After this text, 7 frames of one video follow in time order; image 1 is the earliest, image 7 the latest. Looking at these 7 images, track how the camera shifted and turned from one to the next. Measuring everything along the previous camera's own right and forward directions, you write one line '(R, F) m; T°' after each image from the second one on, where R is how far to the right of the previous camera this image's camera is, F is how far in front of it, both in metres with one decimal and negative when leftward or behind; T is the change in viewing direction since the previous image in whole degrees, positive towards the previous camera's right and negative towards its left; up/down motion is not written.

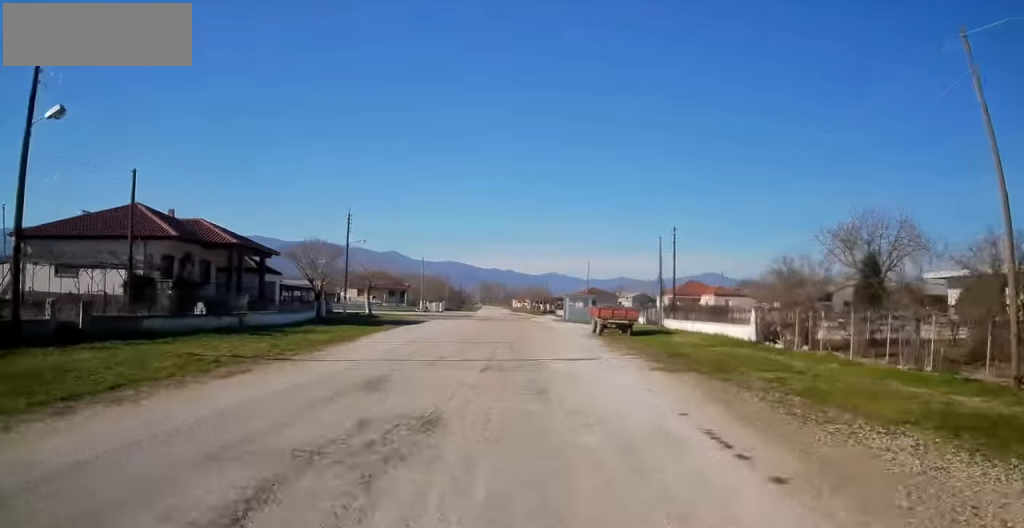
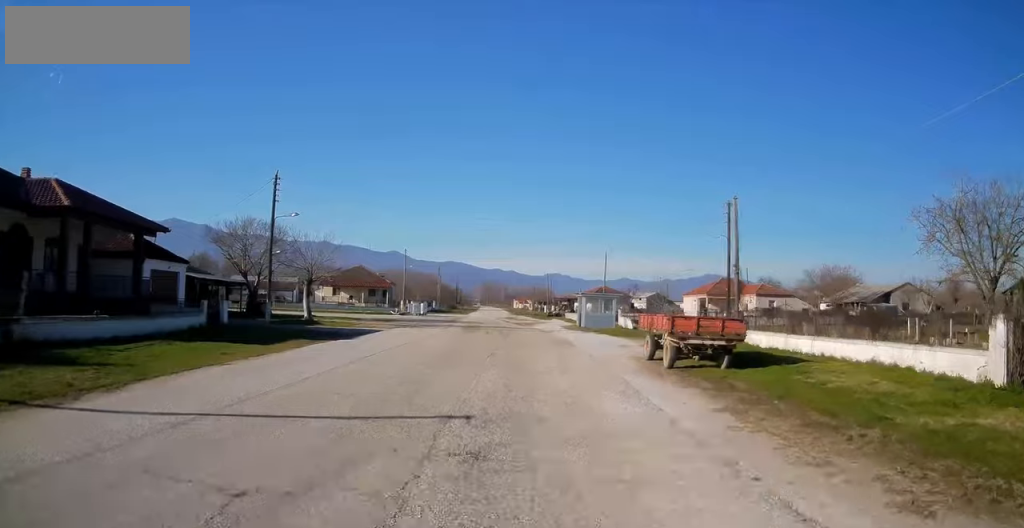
(-0.1, +14.7) m; -1°
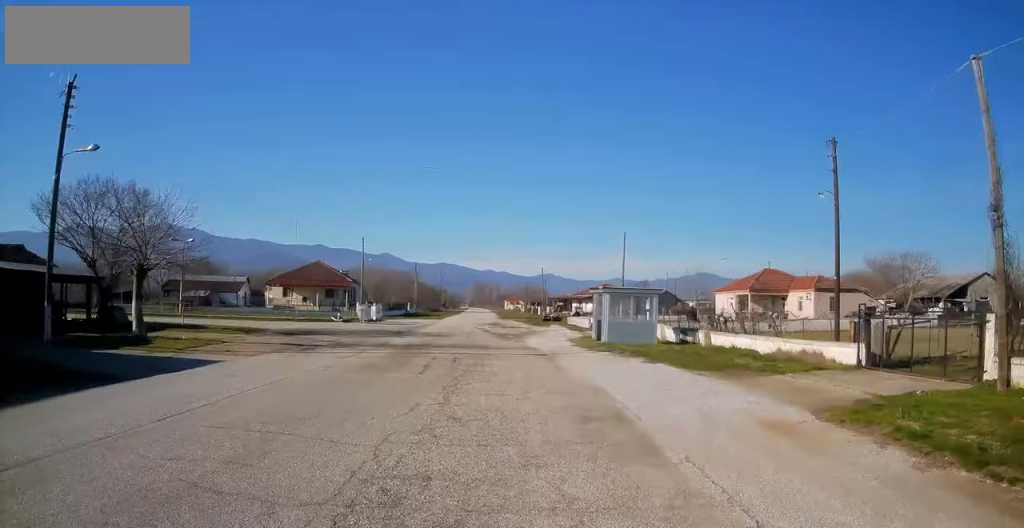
(-0.1, +16.2) m; -1°
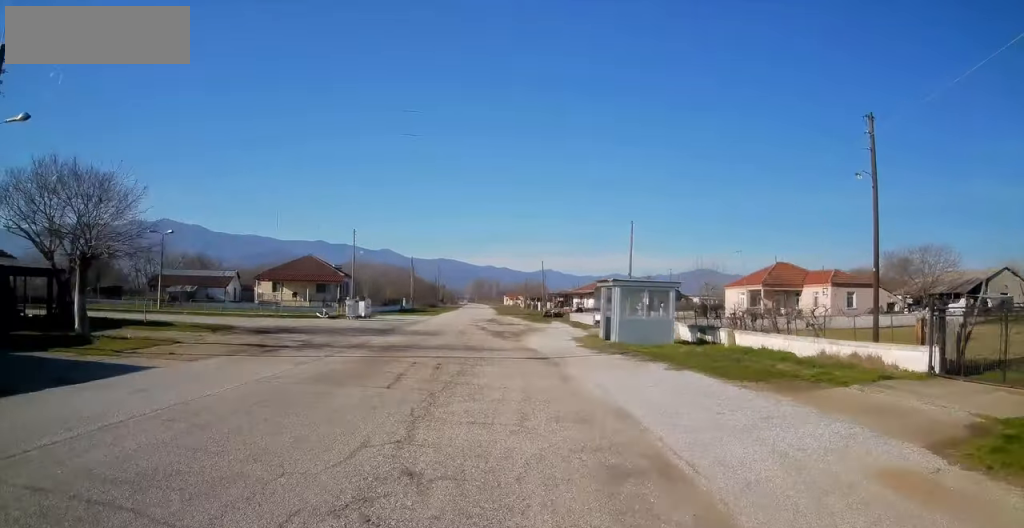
(0.0, +3.1) m; 0°
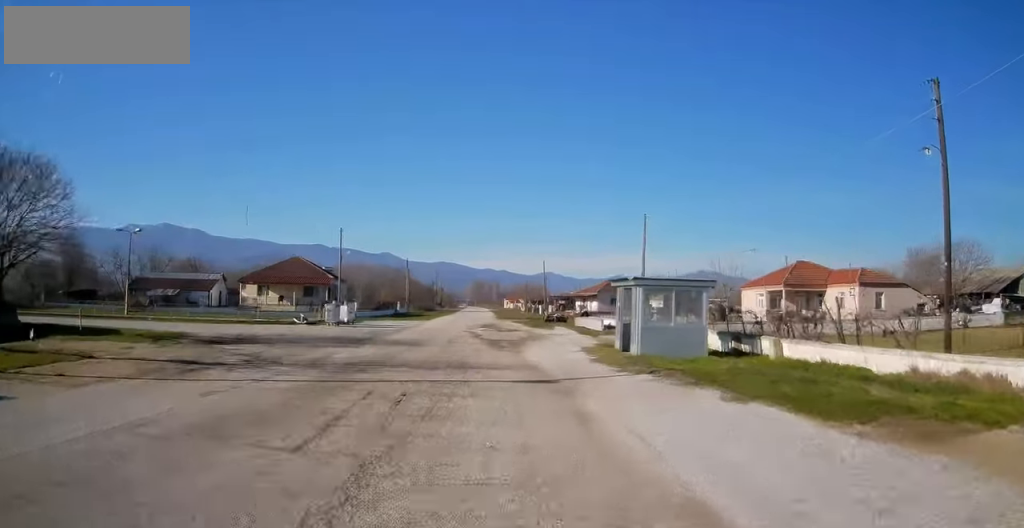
(0.0, +4.3) m; 0°
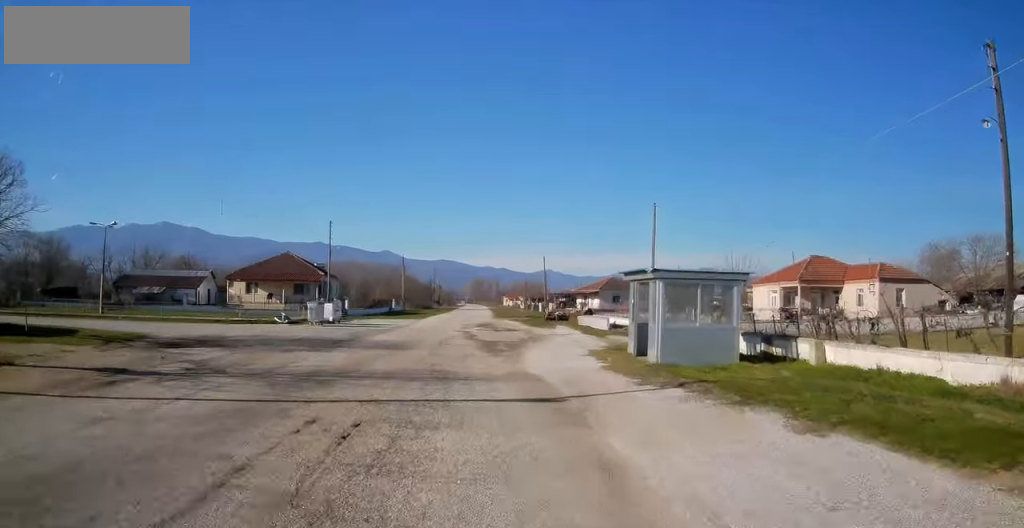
(0.0, +2.8) m; 0°
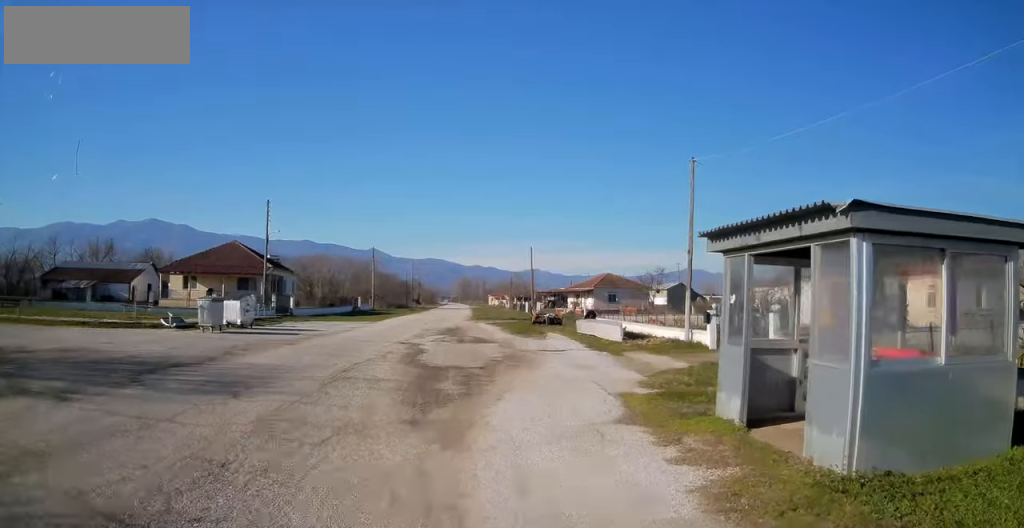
(0.0, +10.3) m; -1°
